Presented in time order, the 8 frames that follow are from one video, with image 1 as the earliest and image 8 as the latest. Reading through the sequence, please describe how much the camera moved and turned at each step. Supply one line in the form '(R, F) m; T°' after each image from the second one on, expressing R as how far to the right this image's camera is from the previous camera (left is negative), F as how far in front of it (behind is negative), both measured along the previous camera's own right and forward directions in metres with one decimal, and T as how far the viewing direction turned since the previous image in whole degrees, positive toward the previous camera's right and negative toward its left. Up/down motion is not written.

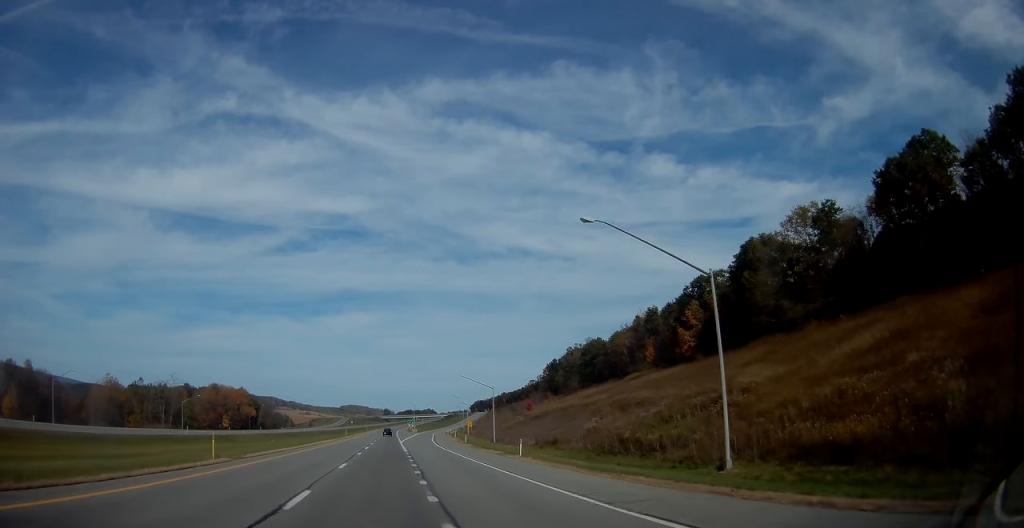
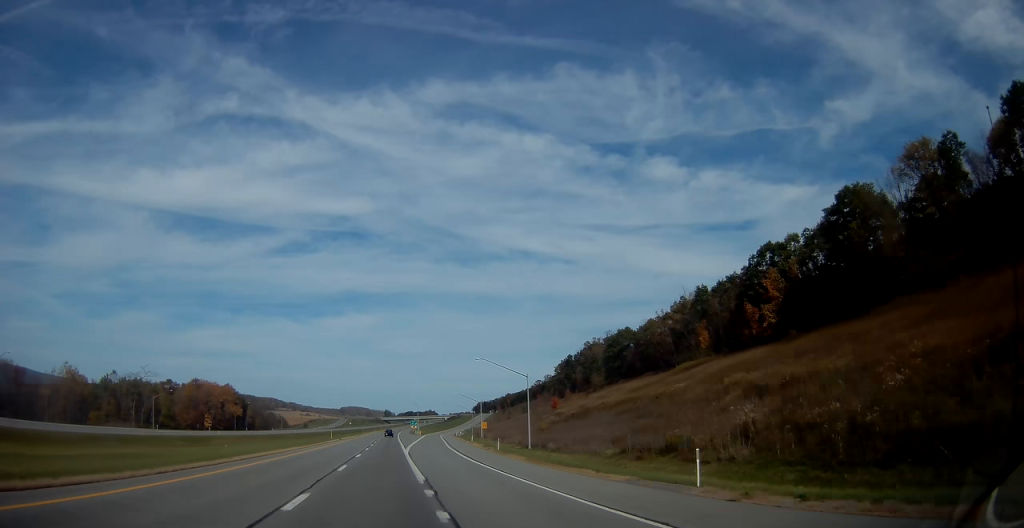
(-0.3, +25.2) m; 0°
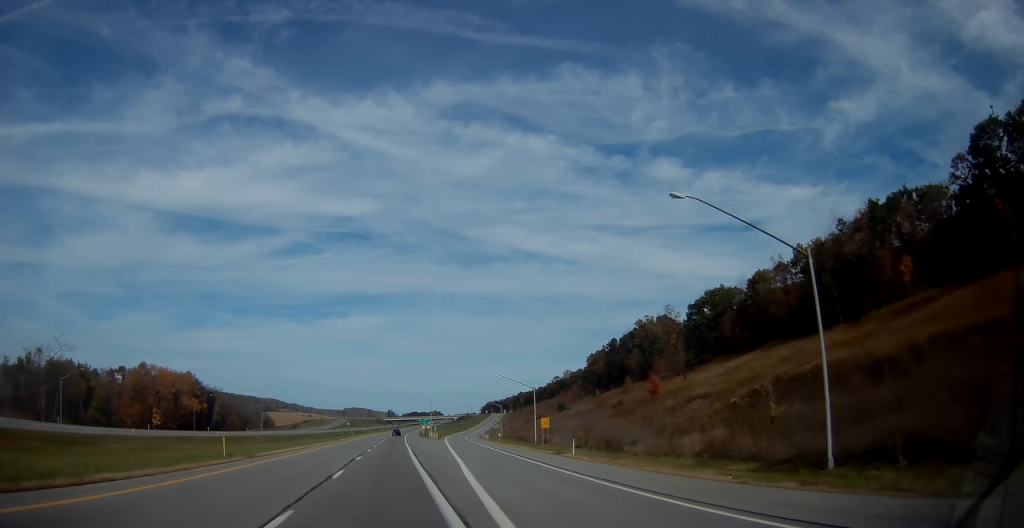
(0.0, +53.6) m; 0°
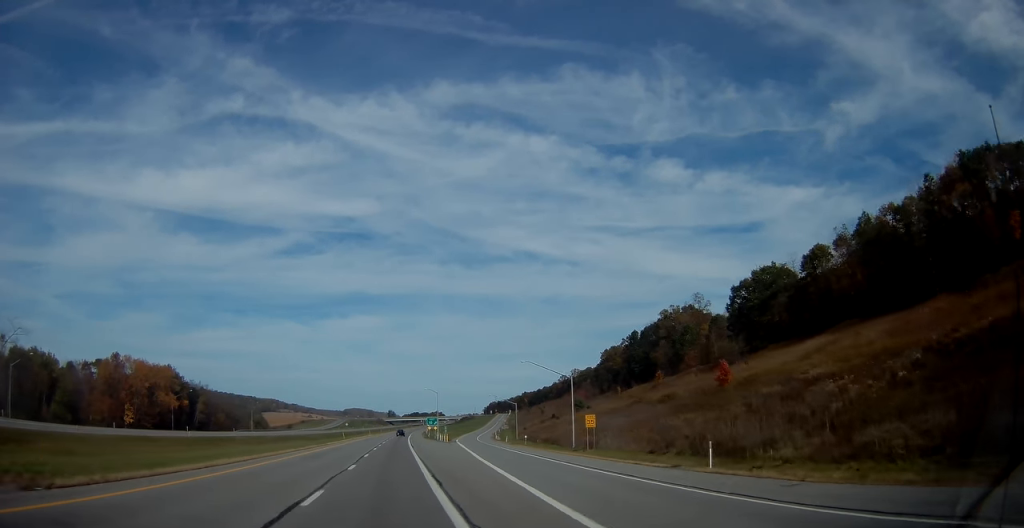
(-0.1, +20.0) m; 0°
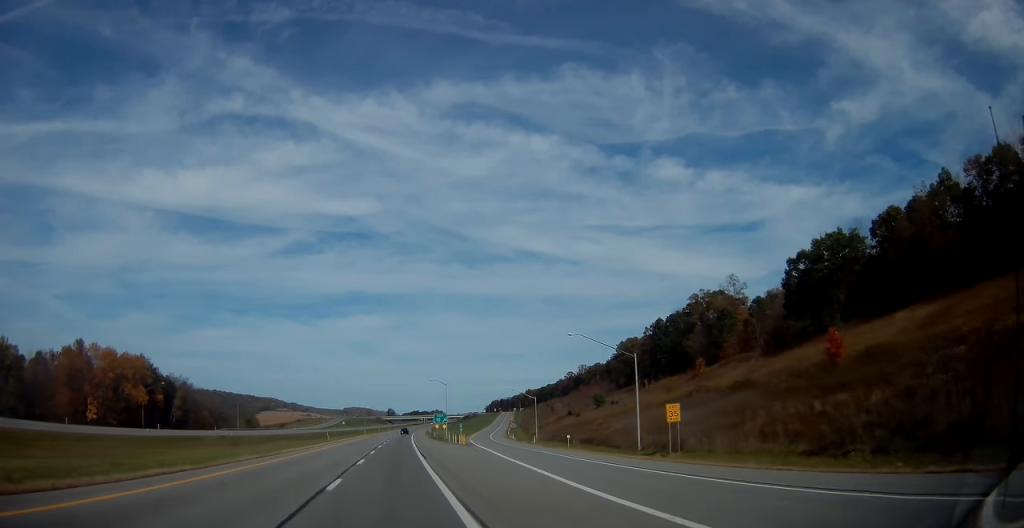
(0.0, +21.0) m; 0°
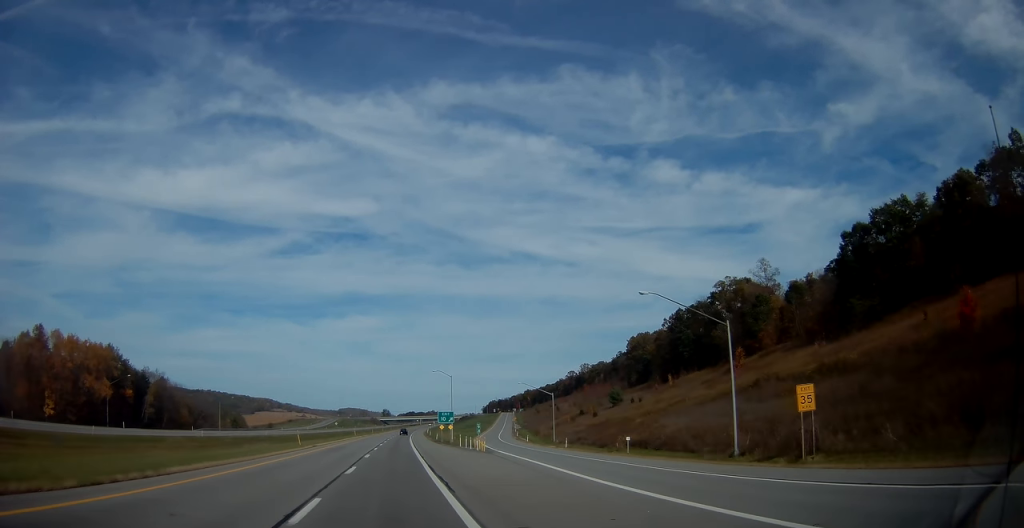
(0.0, +17.8) m; 0°
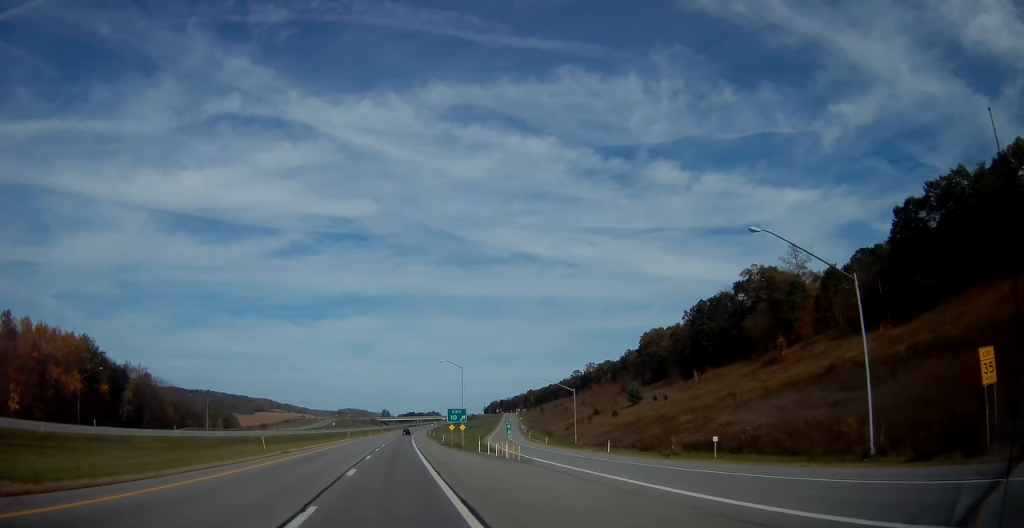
(-0.1, +13.7) m; 0°
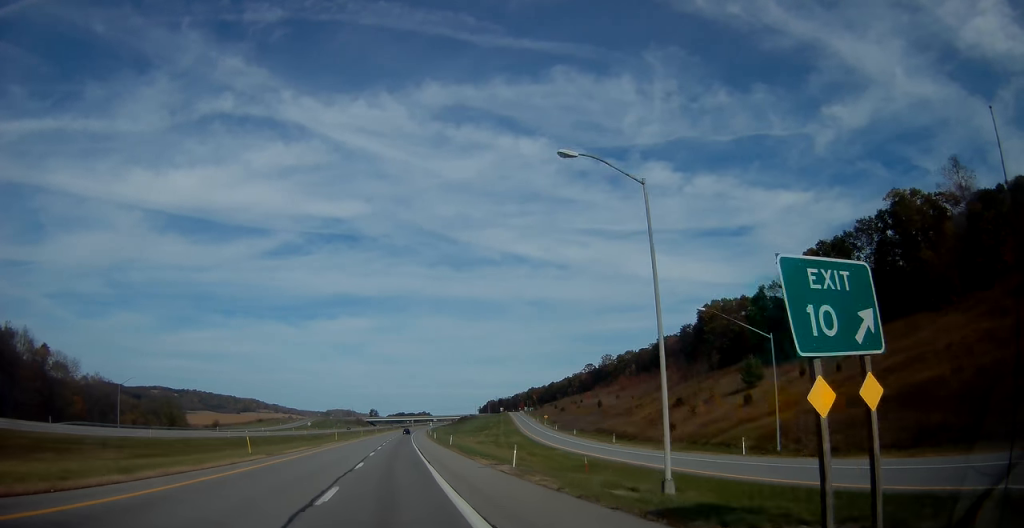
(+0.6, +57.8) m; +1°
